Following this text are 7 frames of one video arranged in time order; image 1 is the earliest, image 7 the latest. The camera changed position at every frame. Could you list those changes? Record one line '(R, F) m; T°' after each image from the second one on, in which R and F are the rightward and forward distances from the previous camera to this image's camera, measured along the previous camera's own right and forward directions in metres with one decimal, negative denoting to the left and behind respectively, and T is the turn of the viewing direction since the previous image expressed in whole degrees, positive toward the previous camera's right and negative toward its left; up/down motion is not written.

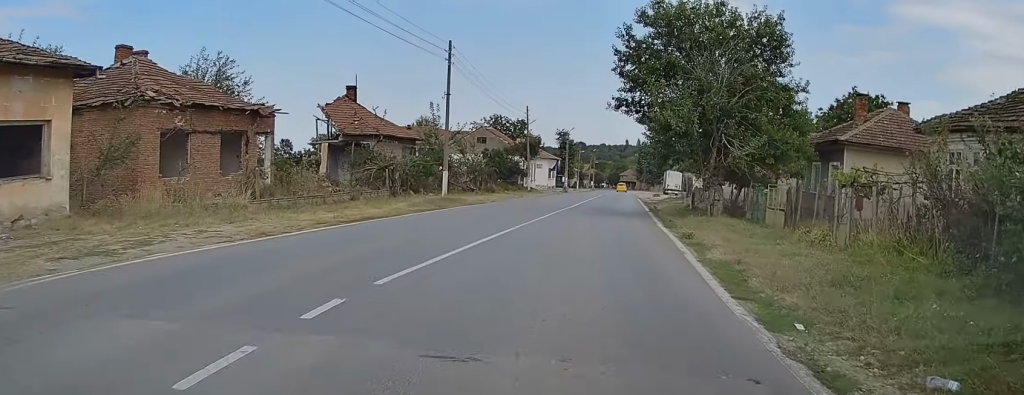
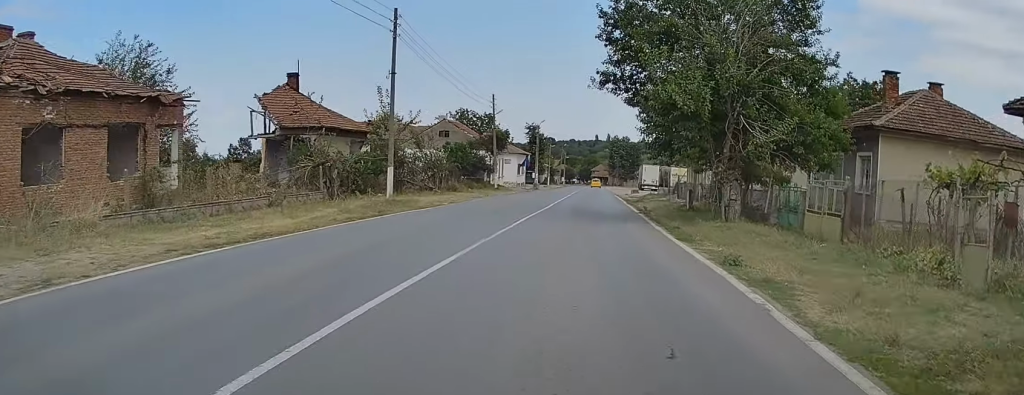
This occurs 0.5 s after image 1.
(0.0, +6.6) m; +2°
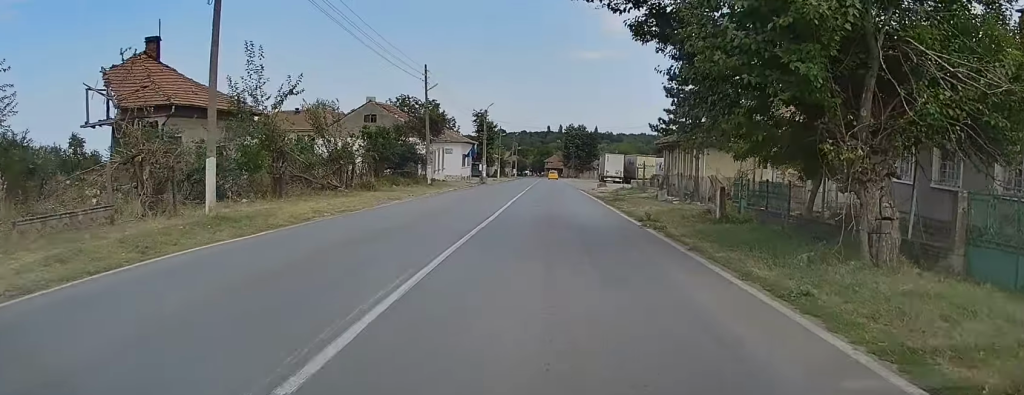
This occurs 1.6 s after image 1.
(+0.4, +13.0) m; +2°
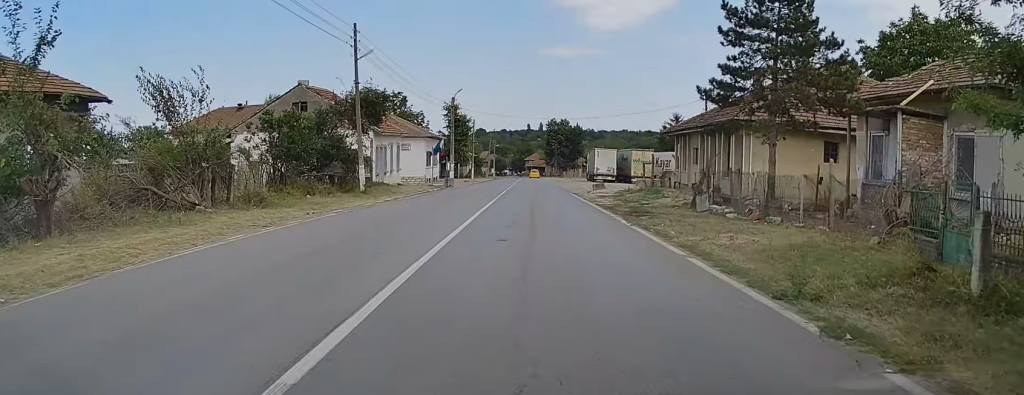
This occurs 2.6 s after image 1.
(+0.1, +13.6) m; +2°
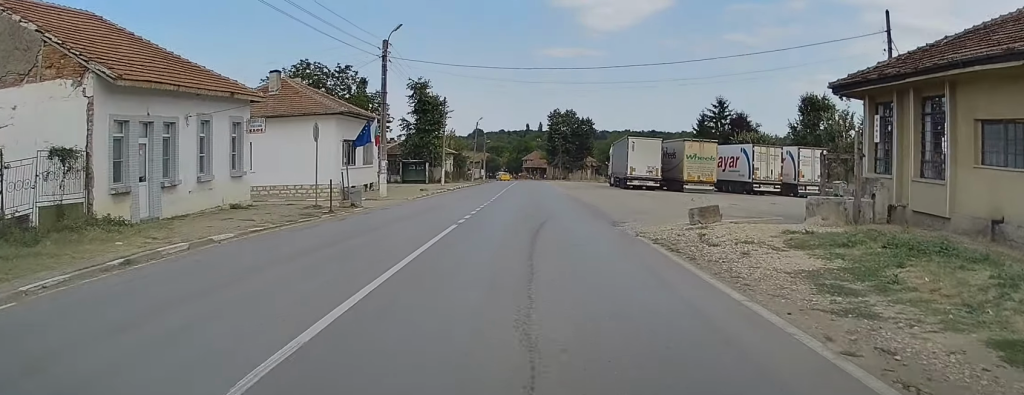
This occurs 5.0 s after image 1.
(+0.8, +30.3) m; 0°
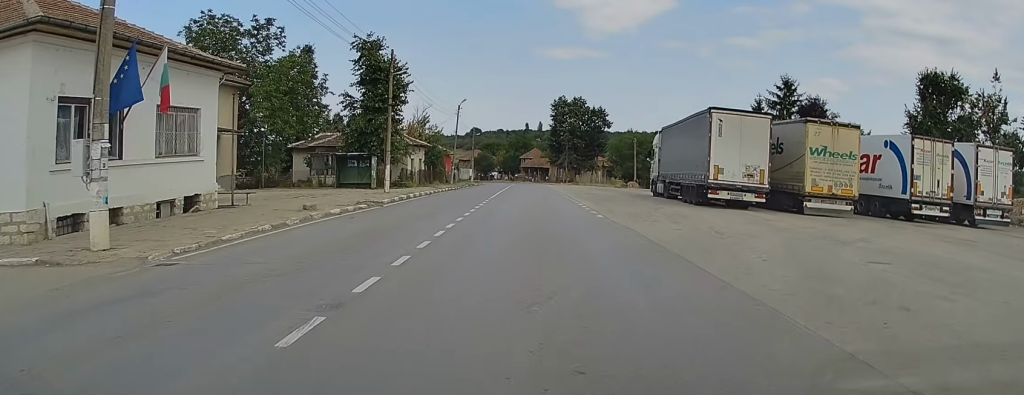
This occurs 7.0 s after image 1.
(-0.3, +25.0) m; 0°
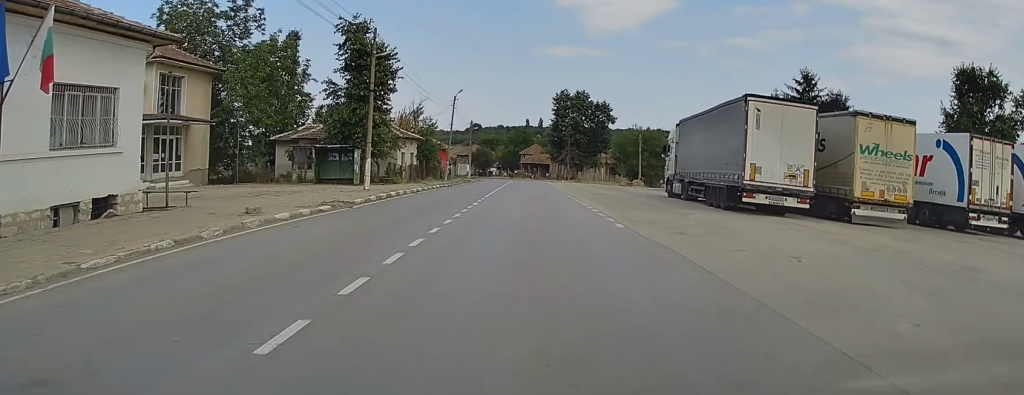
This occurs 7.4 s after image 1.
(+0.2, +4.9) m; 0°
